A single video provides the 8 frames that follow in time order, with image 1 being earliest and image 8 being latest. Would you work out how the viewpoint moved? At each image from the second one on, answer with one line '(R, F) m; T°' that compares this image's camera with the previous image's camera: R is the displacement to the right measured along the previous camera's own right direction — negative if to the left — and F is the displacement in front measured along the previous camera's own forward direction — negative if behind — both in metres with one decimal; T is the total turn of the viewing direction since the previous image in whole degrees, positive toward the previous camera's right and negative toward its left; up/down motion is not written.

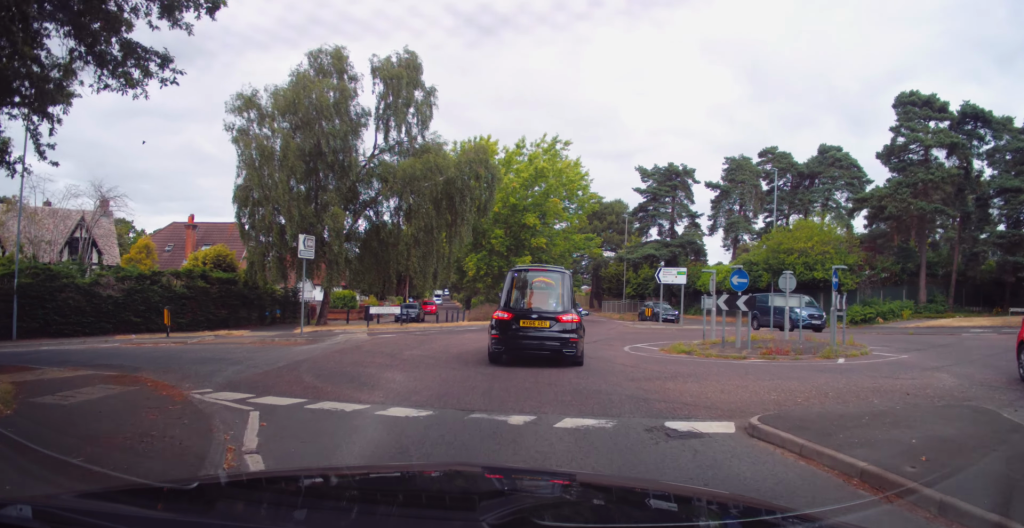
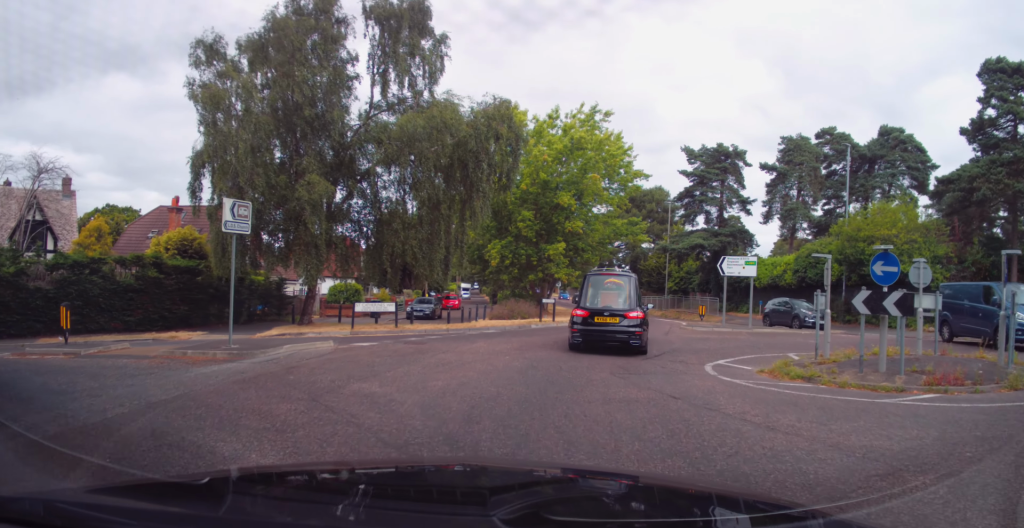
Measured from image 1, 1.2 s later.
(-0.4, +6.5) m; -3°
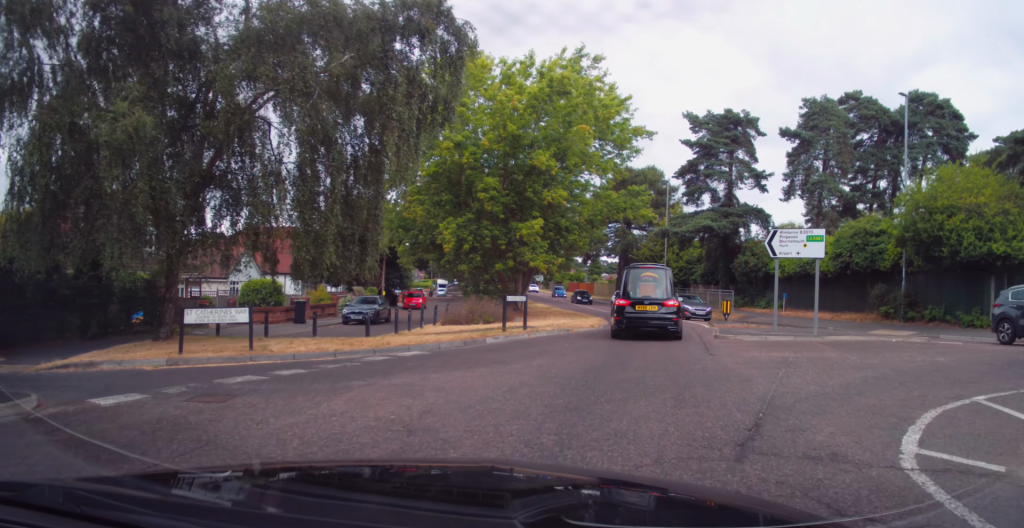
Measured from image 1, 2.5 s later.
(+0.3, +9.1) m; +6°
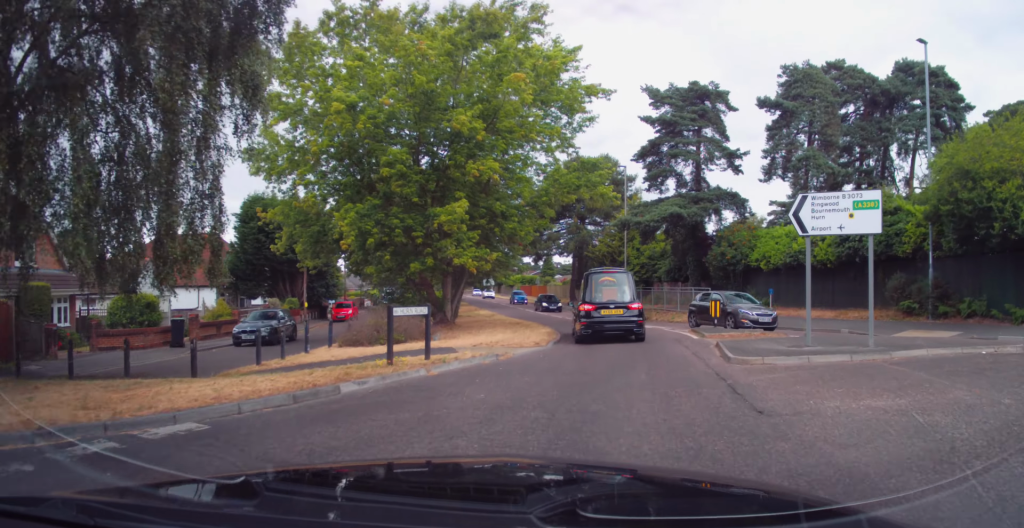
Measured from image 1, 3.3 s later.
(+0.2, +6.2) m; +5°
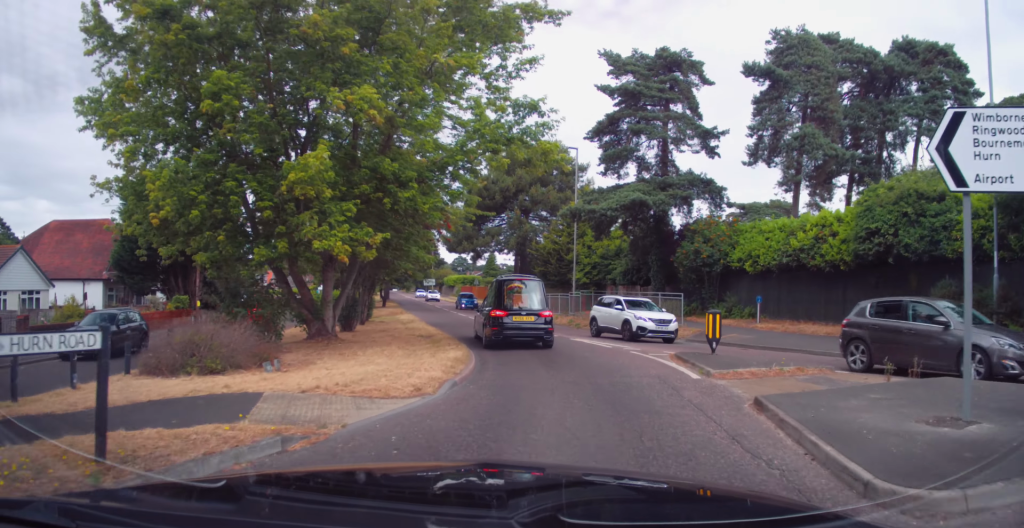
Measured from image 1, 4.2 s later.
(+0.4, +6.6) m; 0°
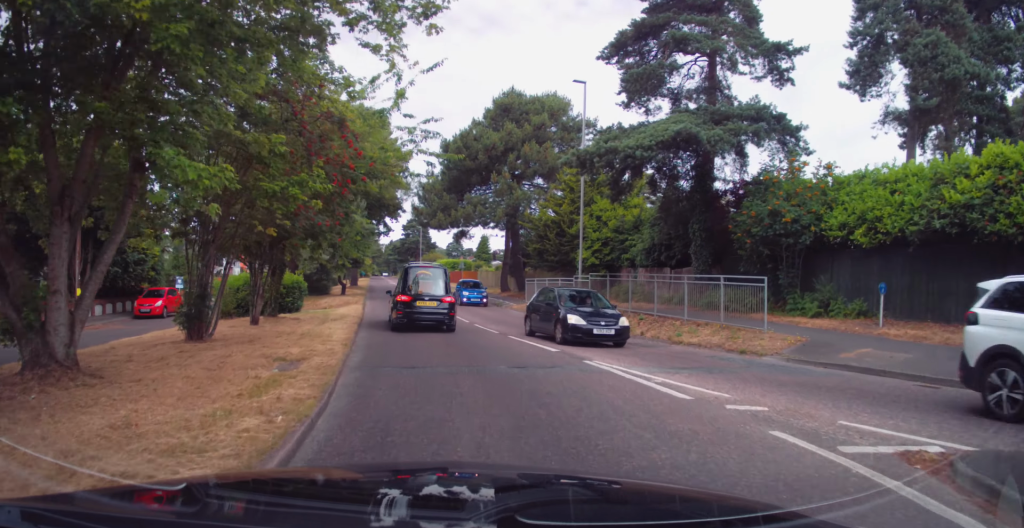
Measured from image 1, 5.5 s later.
(-0.5, +10.0) m; -9°
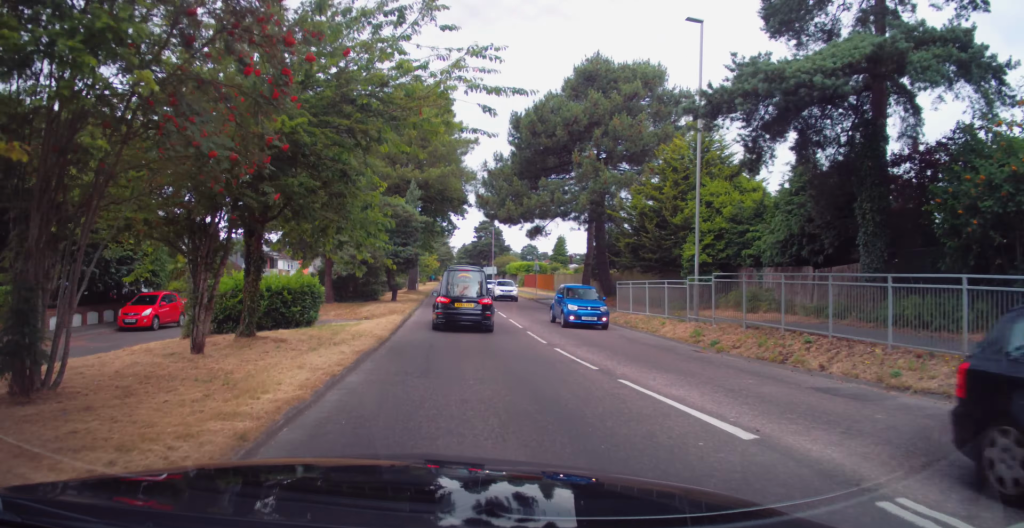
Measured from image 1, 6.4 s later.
(-0.5, +7.5) m; -2°
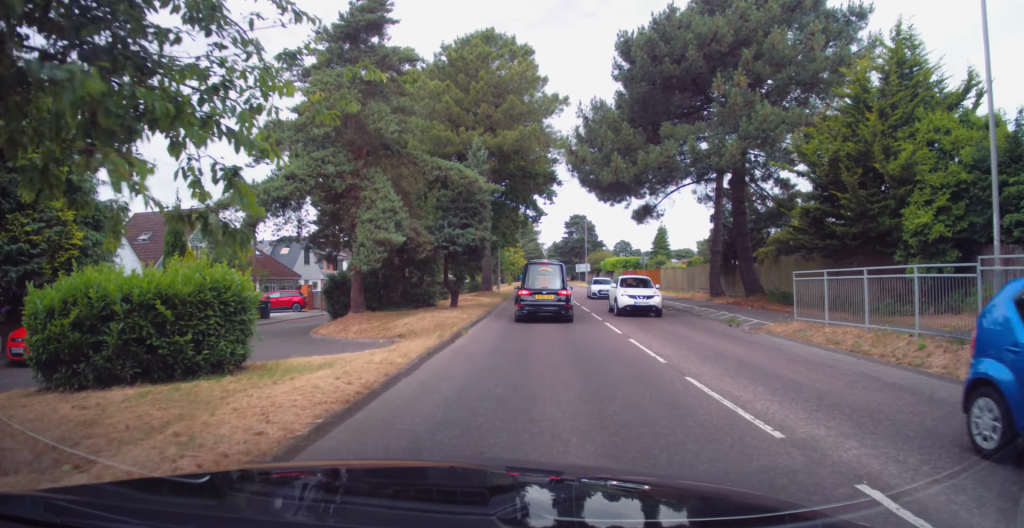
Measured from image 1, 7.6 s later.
(0.0, +11.0) m; -4°
